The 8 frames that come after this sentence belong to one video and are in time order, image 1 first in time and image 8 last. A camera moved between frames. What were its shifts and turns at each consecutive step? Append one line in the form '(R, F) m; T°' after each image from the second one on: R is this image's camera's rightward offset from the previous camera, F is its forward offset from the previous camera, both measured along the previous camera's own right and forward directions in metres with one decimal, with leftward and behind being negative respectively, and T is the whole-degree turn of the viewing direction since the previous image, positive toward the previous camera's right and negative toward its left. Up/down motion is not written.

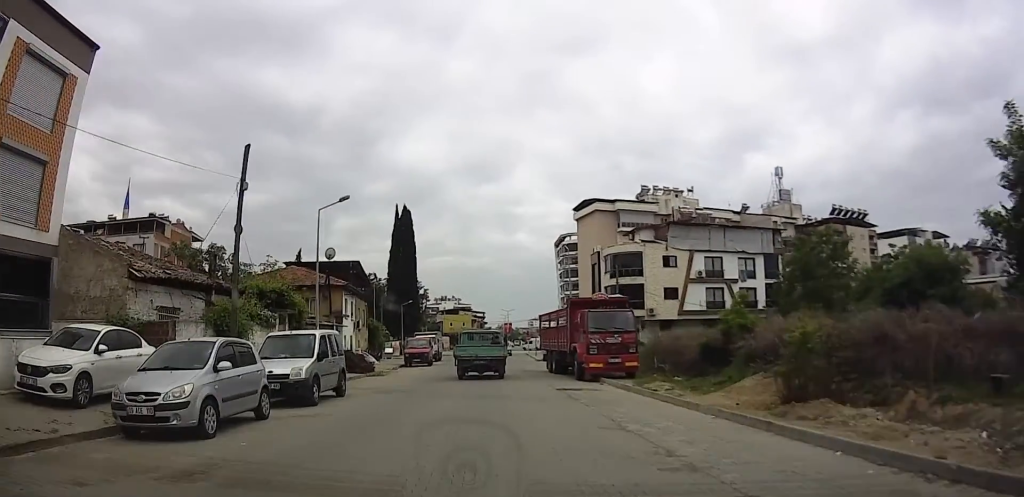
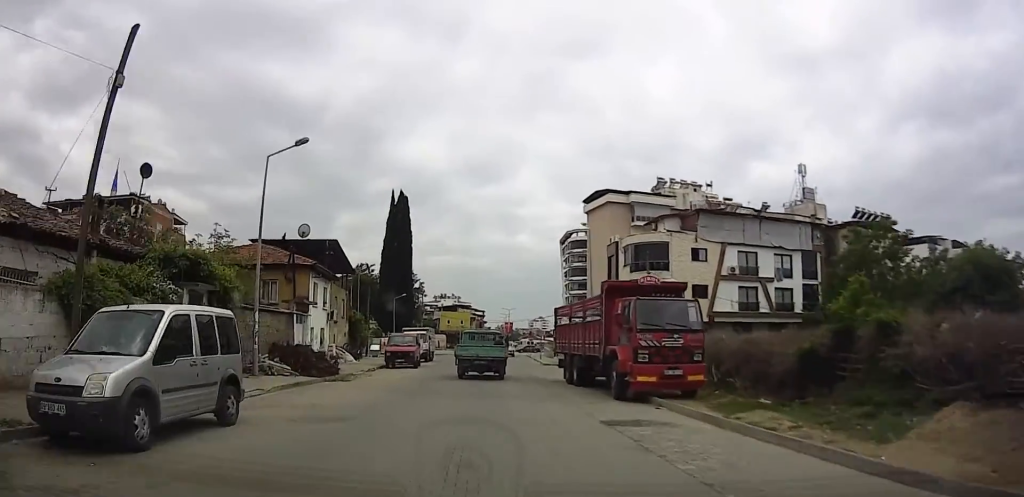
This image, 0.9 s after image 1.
(-0.5, +7.0) m; 0°
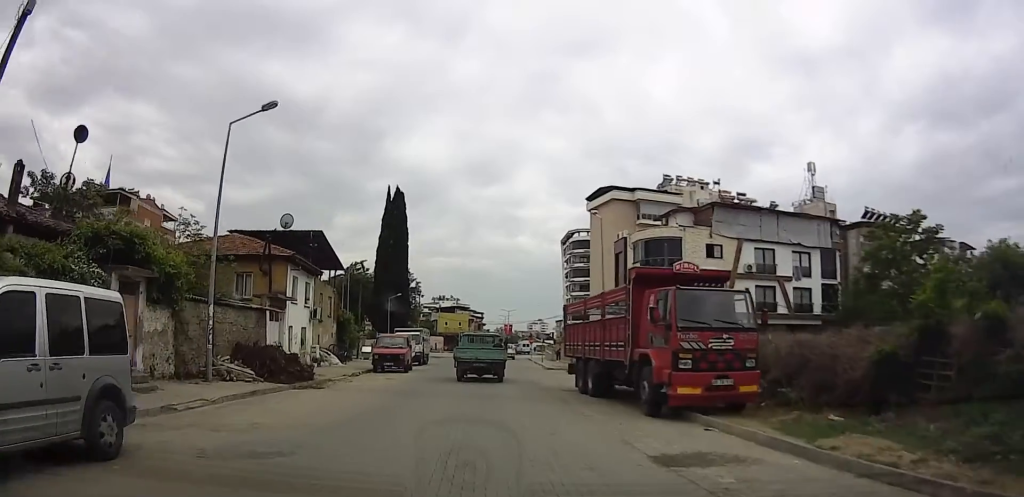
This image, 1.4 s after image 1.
(+0.5, +3.2) m; +1°
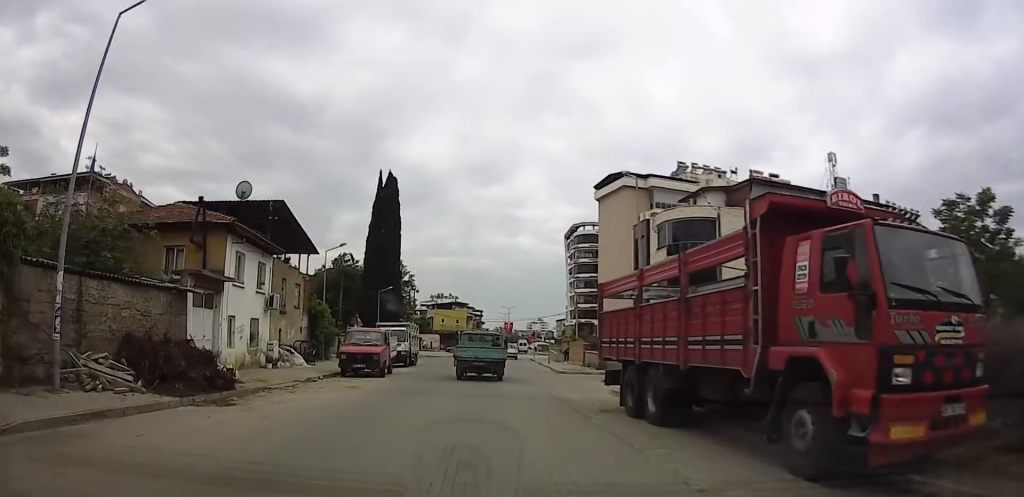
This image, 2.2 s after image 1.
(-0.2, +6.4) m; -1°
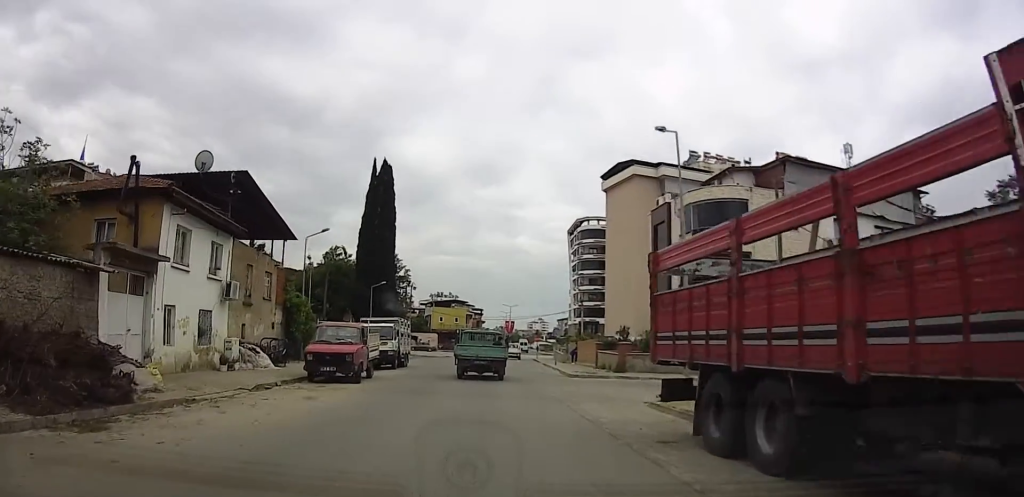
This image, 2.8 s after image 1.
(-0.3, +4.5) m; 0°
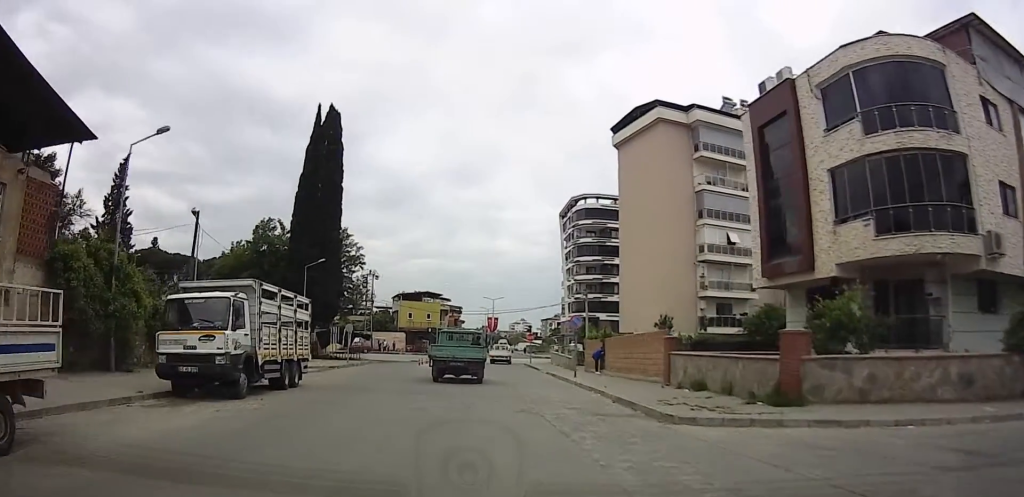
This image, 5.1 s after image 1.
(+0.8, +17.1) m; +1°
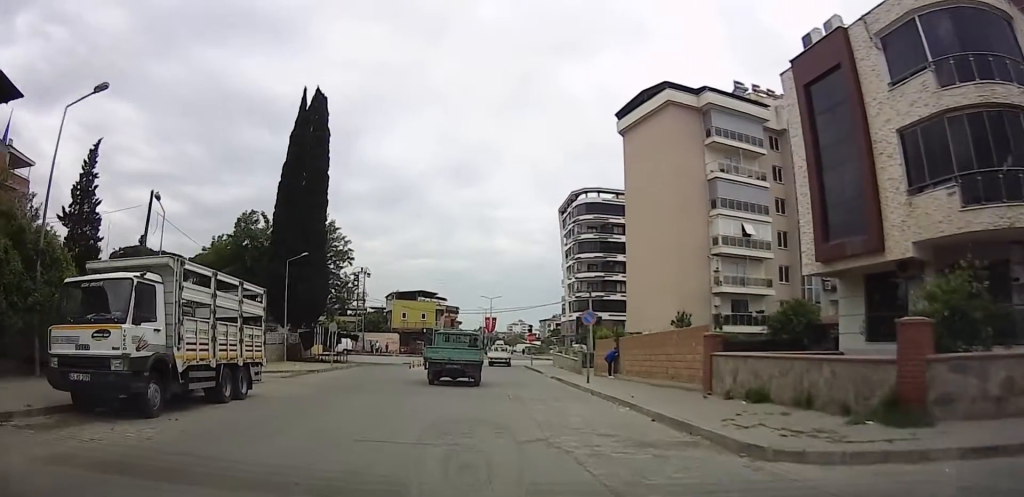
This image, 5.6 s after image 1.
(0.0, +3.7) m; 0°
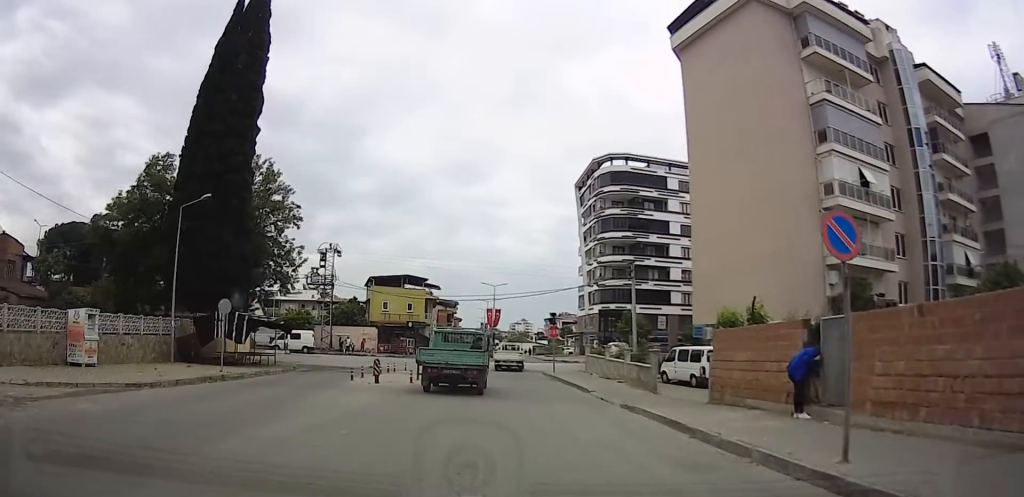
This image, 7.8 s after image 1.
(+0.3, +16.0) m; +4°
